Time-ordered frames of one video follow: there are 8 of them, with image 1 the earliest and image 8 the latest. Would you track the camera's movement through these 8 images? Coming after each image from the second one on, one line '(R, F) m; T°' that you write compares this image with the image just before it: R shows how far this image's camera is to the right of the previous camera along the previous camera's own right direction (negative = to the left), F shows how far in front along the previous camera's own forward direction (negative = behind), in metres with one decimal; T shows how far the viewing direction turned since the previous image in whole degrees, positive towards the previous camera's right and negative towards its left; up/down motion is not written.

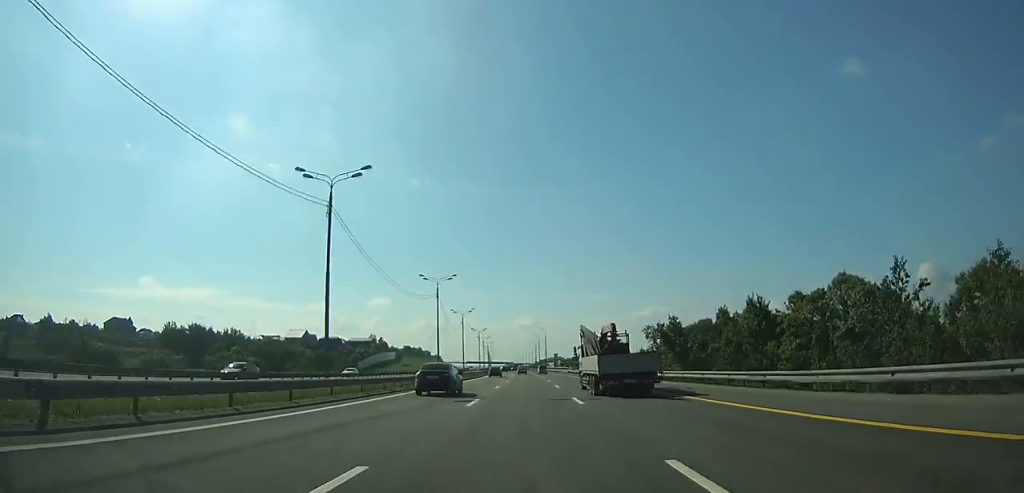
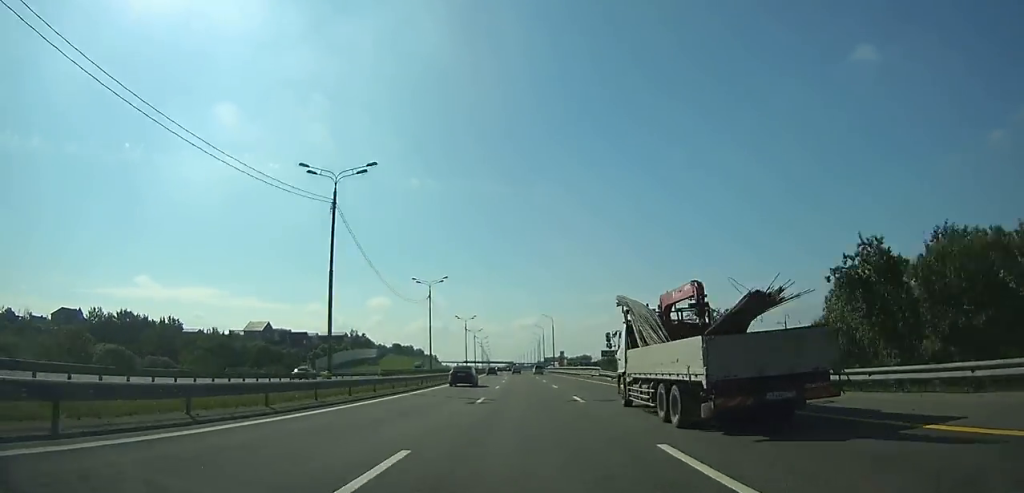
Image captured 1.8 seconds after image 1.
(-0.6, +46.7) m; -1°
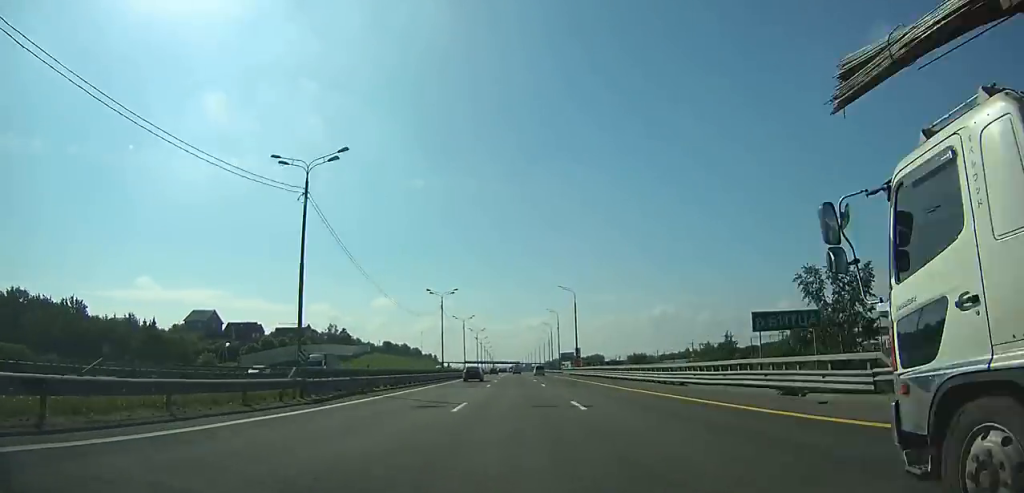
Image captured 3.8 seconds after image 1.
(-0.4, +51.9) m; -1°
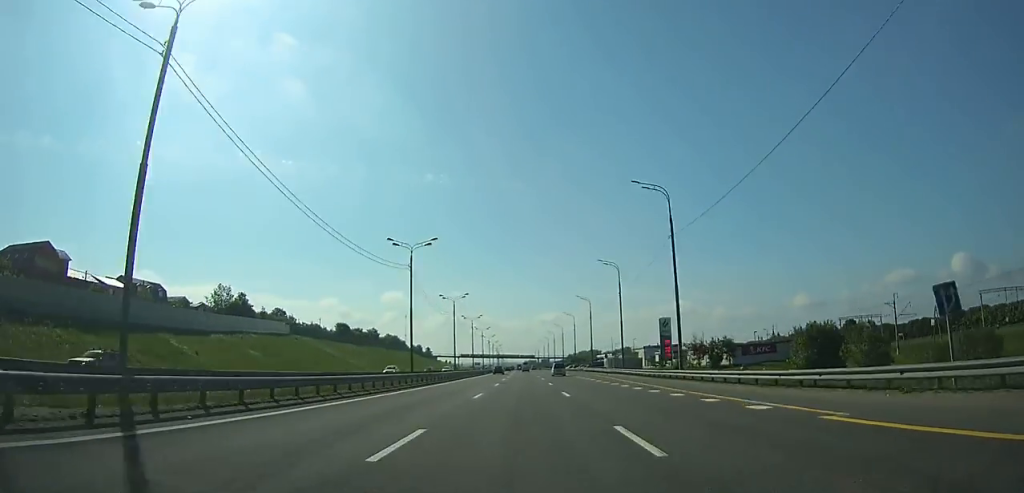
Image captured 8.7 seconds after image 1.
(-1.7, +126.8) m; -1°
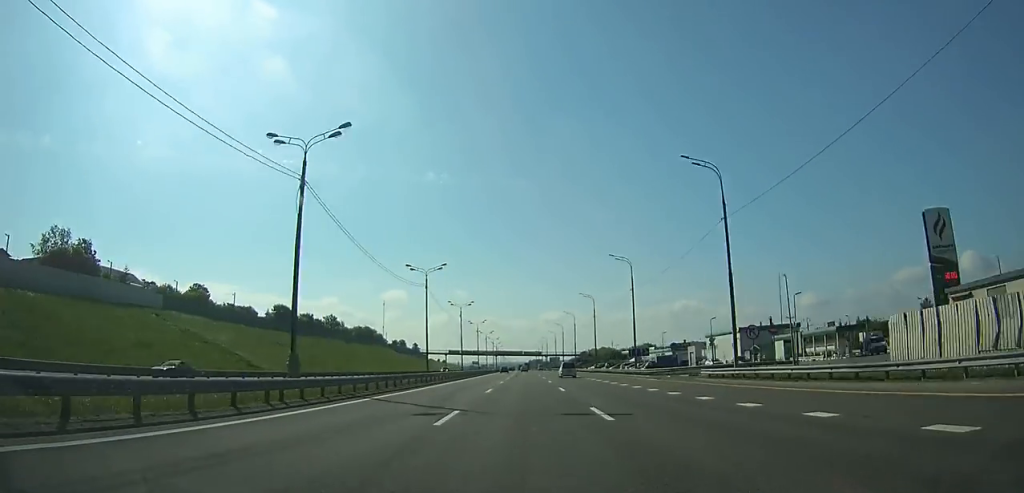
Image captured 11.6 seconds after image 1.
(0.0, +74.1) m; 0°
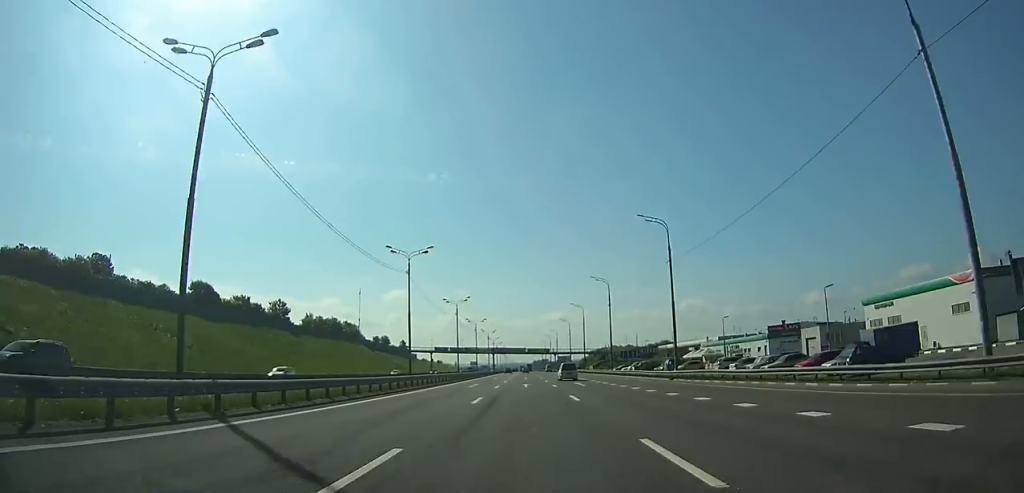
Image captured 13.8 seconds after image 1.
(-0.2, +55.3) m; 0°
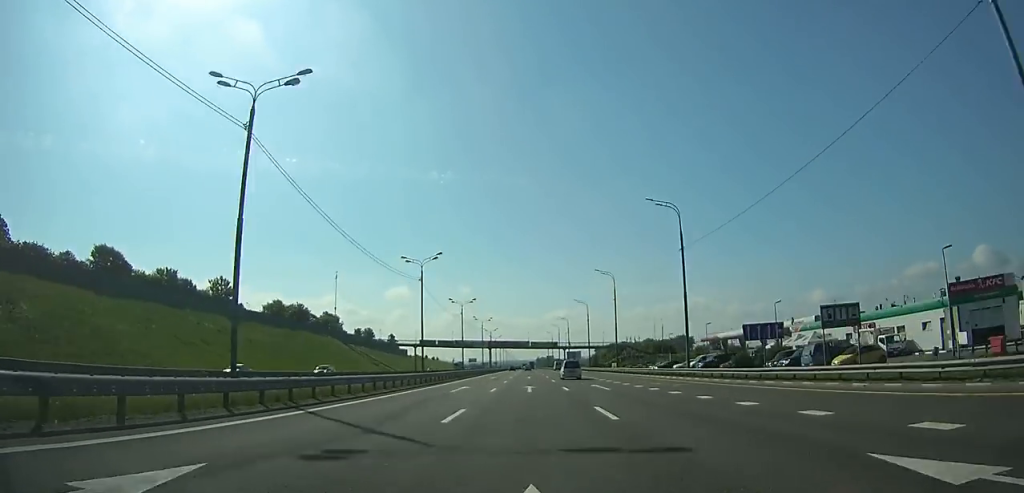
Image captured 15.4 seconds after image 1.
(-0.1, +39.9) m; 0°
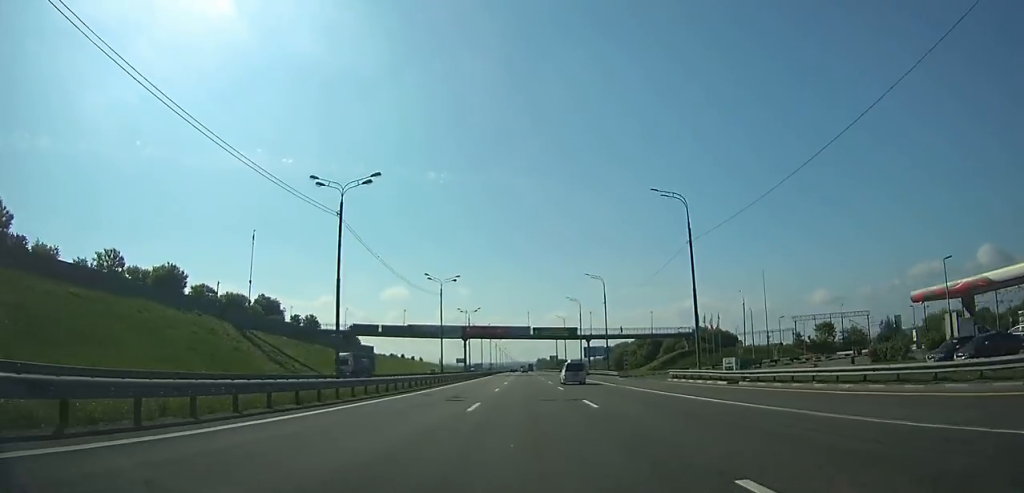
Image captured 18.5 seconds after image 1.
(-0.2, +76.5) m; 0°
